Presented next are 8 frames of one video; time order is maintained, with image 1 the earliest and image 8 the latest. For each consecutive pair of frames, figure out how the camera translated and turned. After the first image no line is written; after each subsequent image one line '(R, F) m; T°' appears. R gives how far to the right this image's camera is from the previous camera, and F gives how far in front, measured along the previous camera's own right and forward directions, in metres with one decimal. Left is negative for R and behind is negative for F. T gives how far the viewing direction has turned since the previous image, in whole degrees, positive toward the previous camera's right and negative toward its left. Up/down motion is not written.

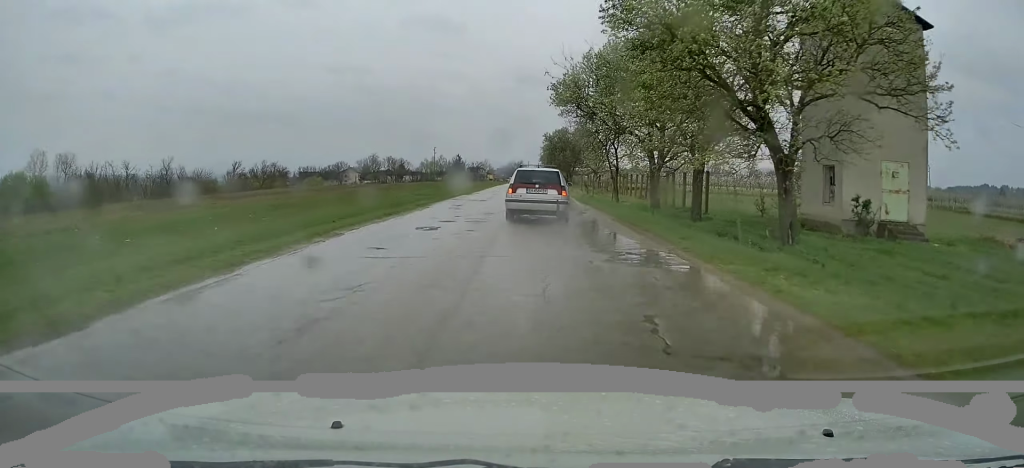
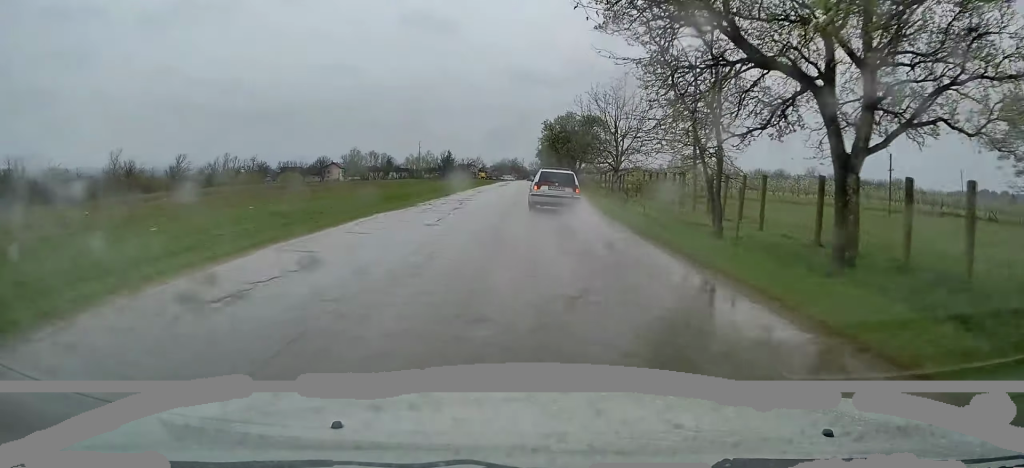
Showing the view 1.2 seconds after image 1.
(0.0, +20.1) m; 0°
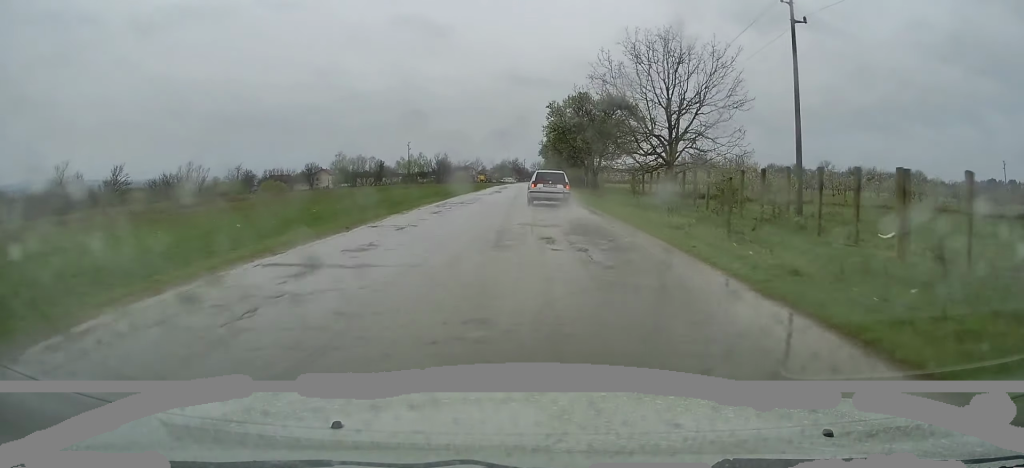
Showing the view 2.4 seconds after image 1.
(0.0, +19.1) m; 0°
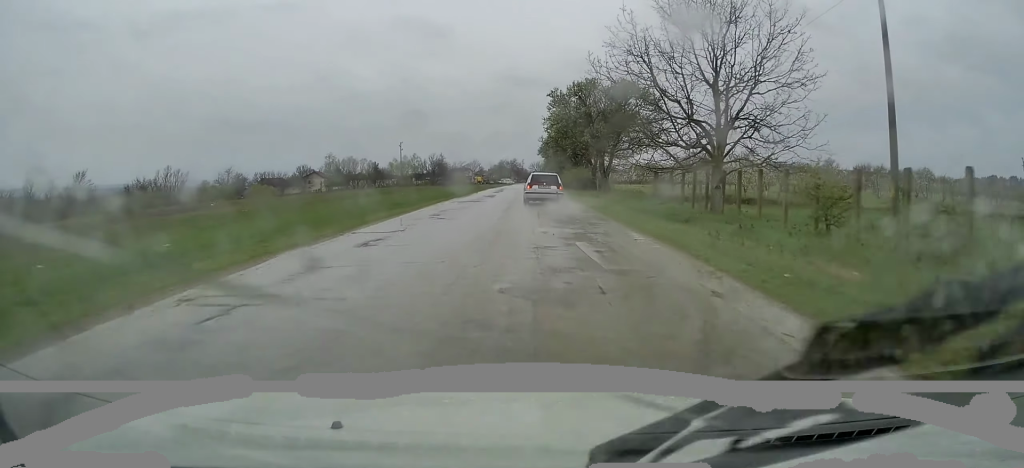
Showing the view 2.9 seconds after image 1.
(0.0, +8.6) m; 0°
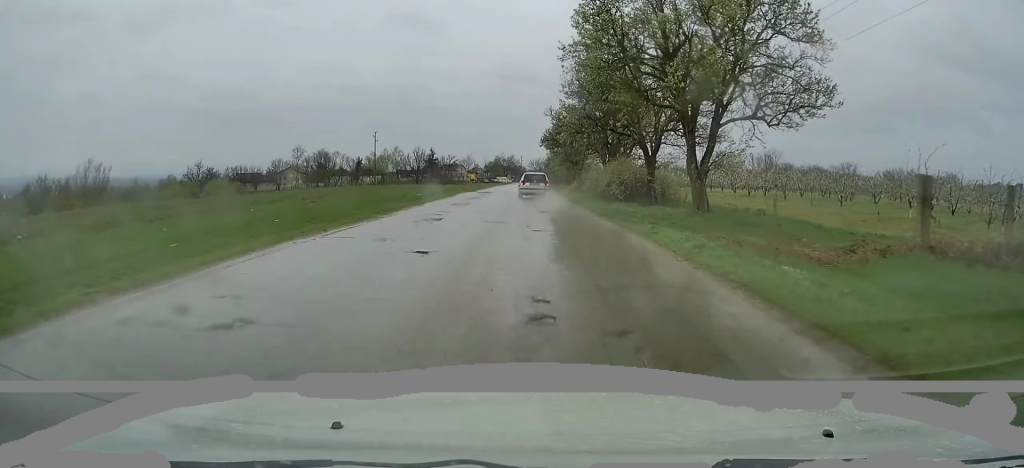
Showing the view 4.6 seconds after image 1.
(+0.1, +26.4) m; 0°
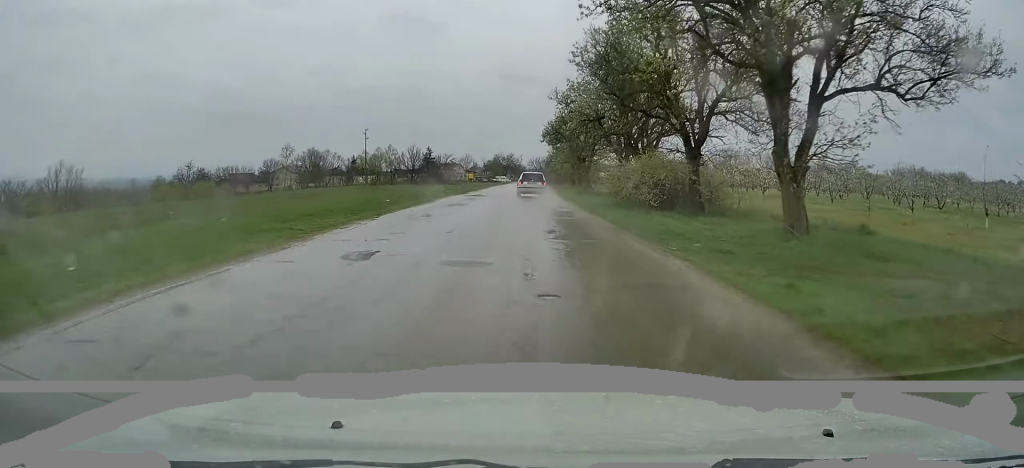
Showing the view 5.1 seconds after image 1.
(-0.1, +7.9) m; 0°
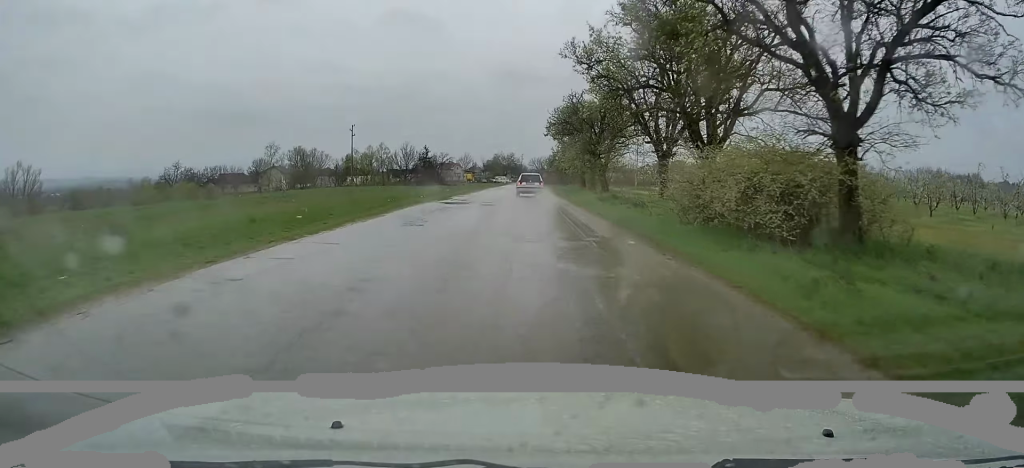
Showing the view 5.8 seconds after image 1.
(0.0, +11.0) m; 0°
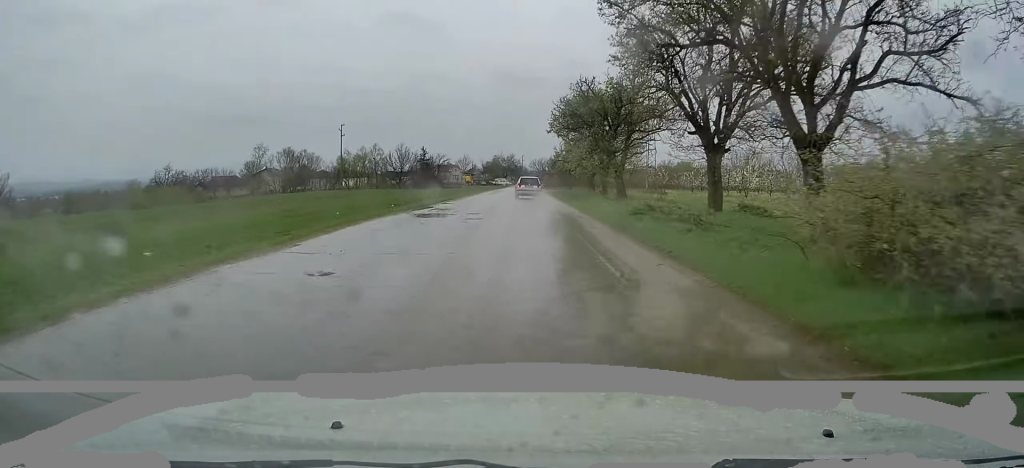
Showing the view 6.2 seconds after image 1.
(+0.1, +7.3) m; 0°
